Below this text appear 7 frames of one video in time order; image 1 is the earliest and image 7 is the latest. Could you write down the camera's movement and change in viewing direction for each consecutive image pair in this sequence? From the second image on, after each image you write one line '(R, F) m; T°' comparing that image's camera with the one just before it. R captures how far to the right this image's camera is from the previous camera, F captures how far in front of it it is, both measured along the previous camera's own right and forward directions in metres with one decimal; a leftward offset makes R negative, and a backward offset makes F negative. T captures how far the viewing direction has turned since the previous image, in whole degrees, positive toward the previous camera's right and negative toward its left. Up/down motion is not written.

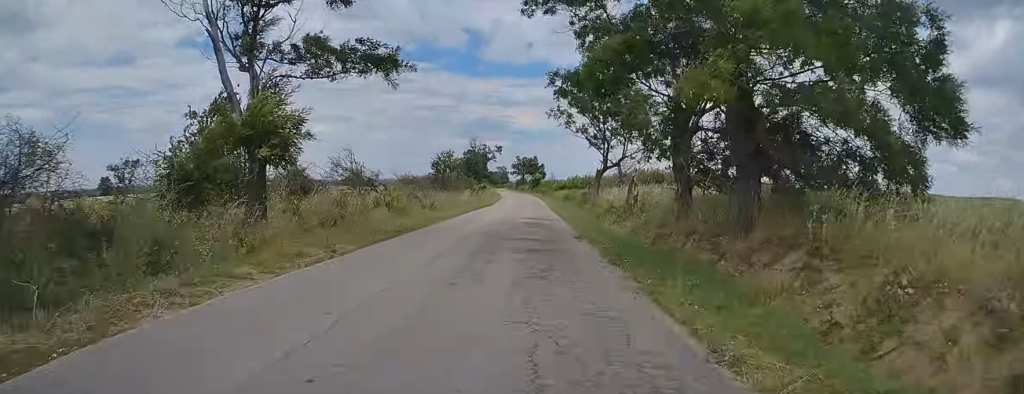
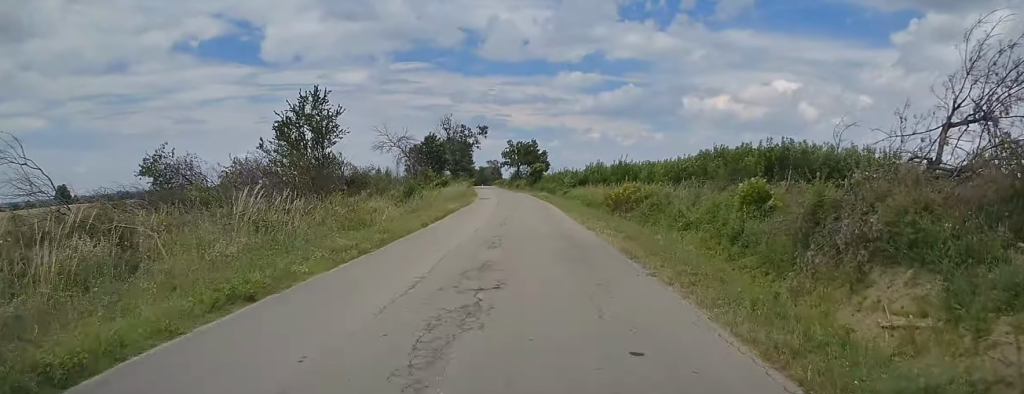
(-0.1, +48.1) m; 0°
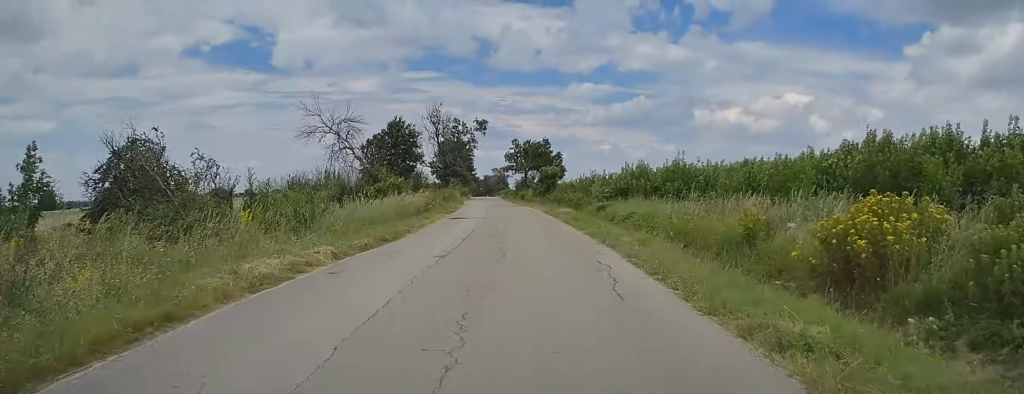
(0.0, +25.3) m; -1°
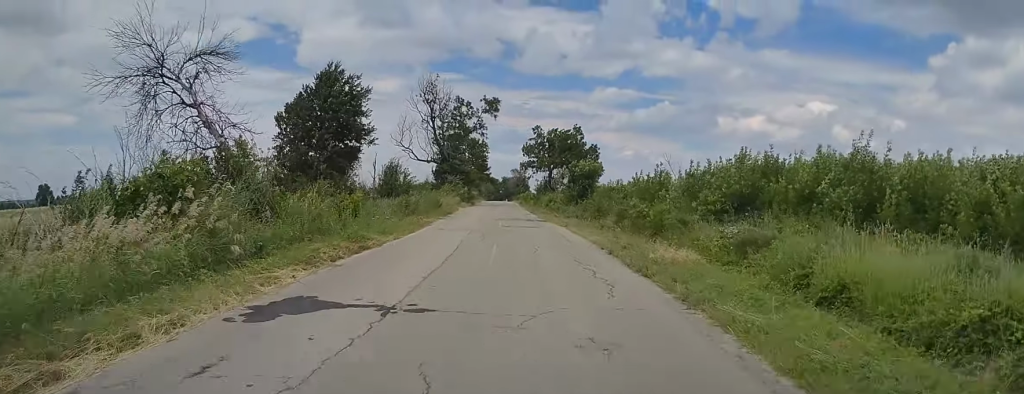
(-0.4, +23.4) m; -1°
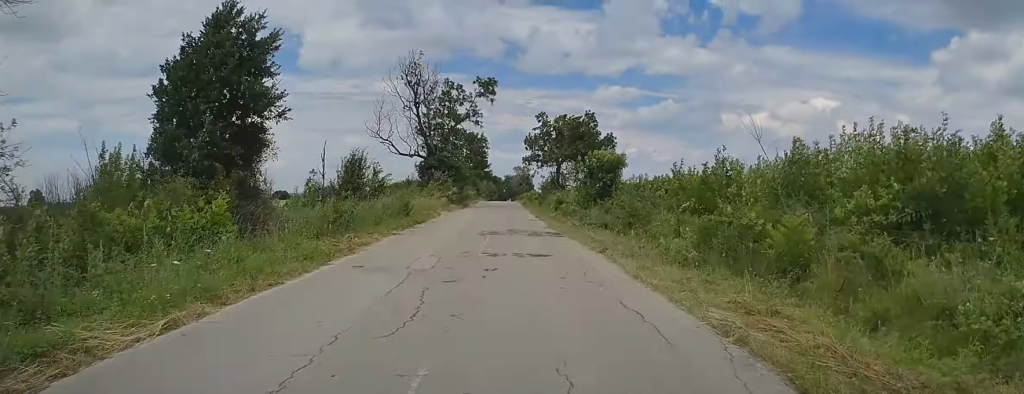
(0.0, +11.7) m; -1°
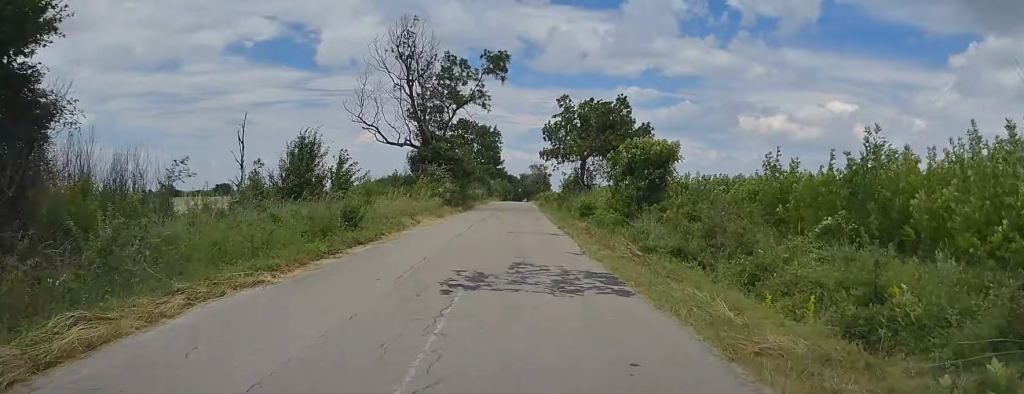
(+0.2, +11.1) m; -1°
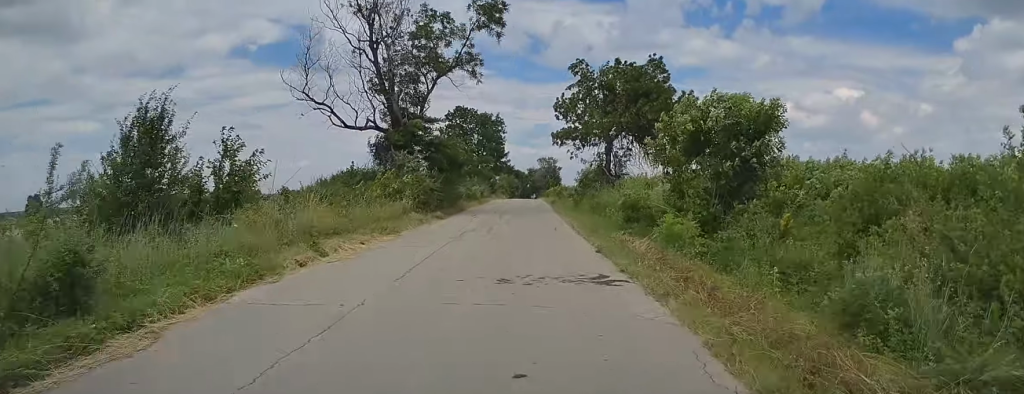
(-0.4, +12.3) m; -1°
